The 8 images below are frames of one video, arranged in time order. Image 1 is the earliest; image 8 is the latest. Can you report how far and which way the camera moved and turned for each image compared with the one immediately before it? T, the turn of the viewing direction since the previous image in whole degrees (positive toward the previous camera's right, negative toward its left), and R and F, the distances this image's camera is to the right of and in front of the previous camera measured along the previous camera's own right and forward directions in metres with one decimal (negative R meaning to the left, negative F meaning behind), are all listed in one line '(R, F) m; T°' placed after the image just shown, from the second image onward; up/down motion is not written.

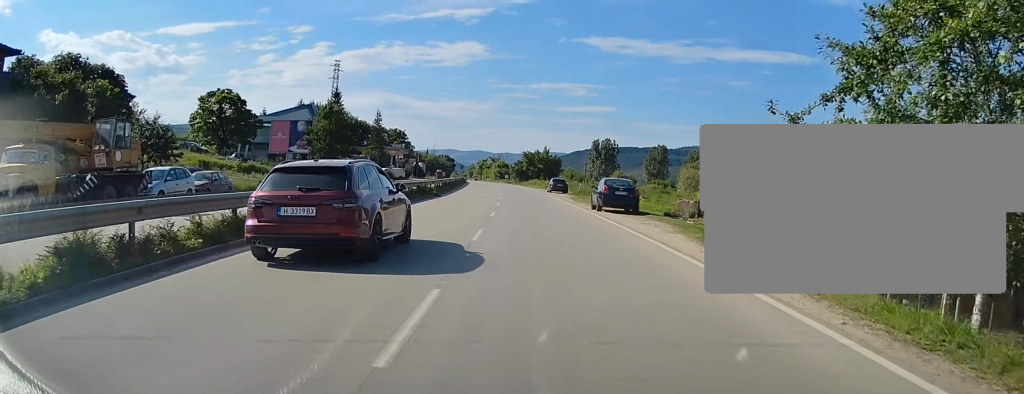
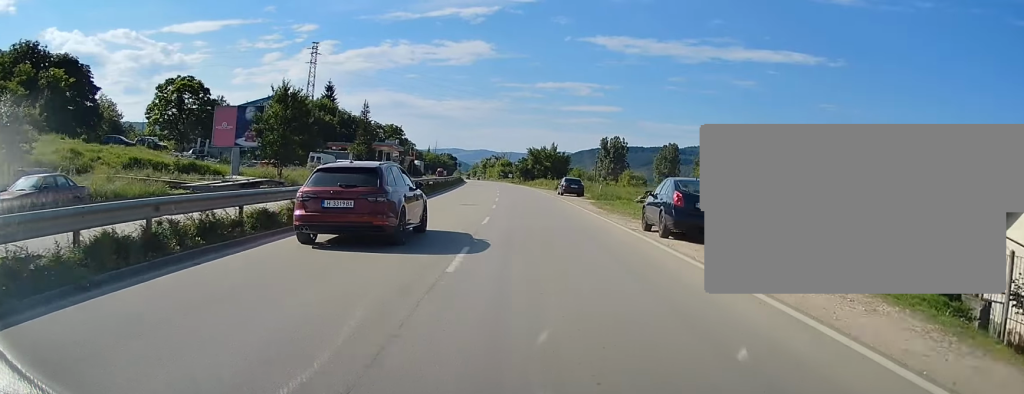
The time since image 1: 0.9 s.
(-0.1, +13.7) m; 0°
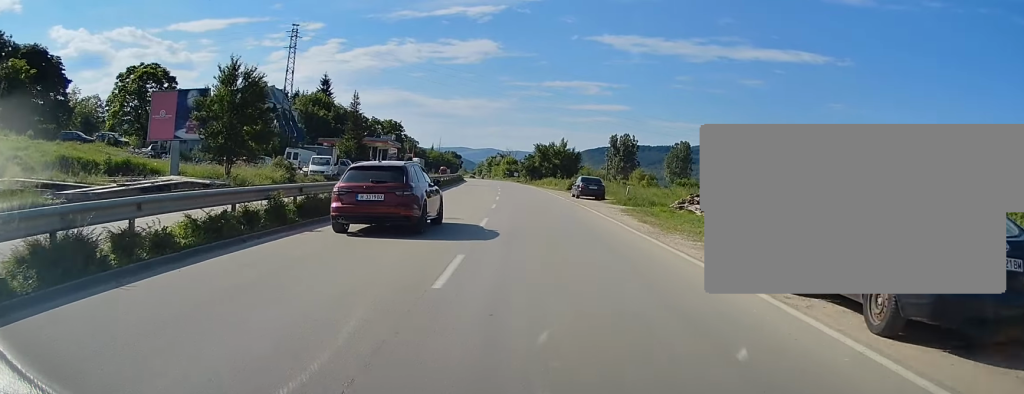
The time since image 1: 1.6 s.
(+0.1, +10.7) m; 0°
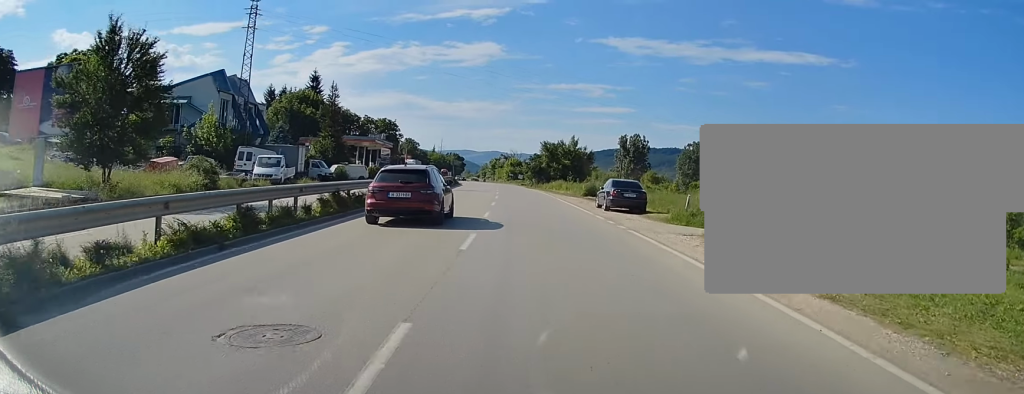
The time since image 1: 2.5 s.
(0.0, +14.2) m; -1°
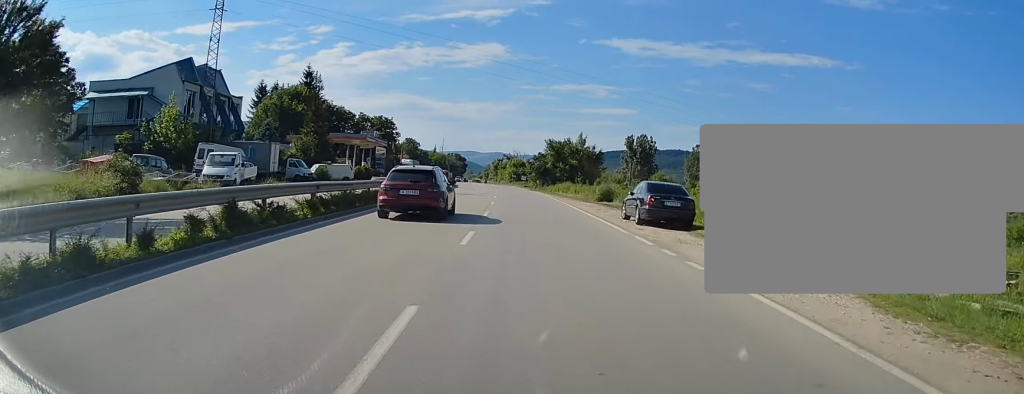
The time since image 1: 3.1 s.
(0.0, +8.6) m; -1°
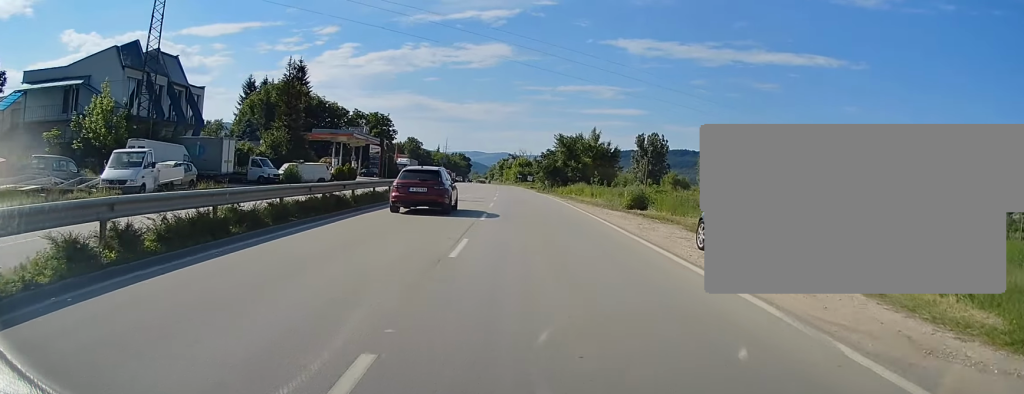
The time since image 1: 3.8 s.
(-0.1, +11.0) m; 0°
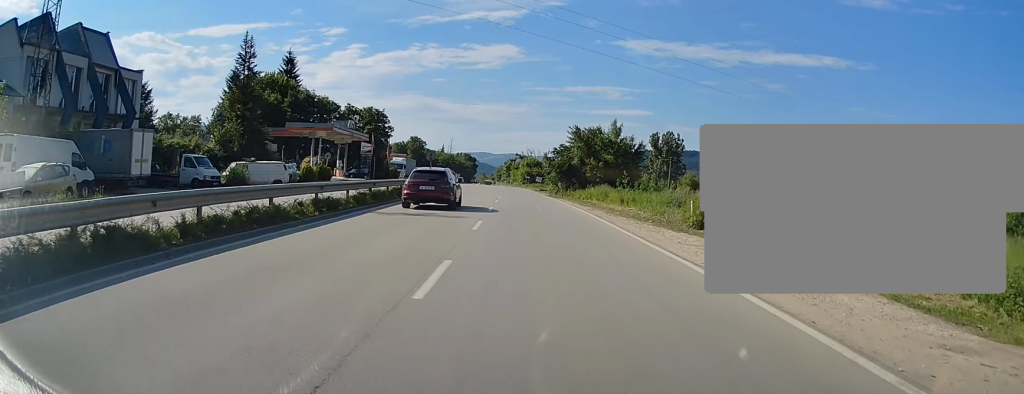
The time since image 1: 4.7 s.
(0.0, +13.0) m; -1°
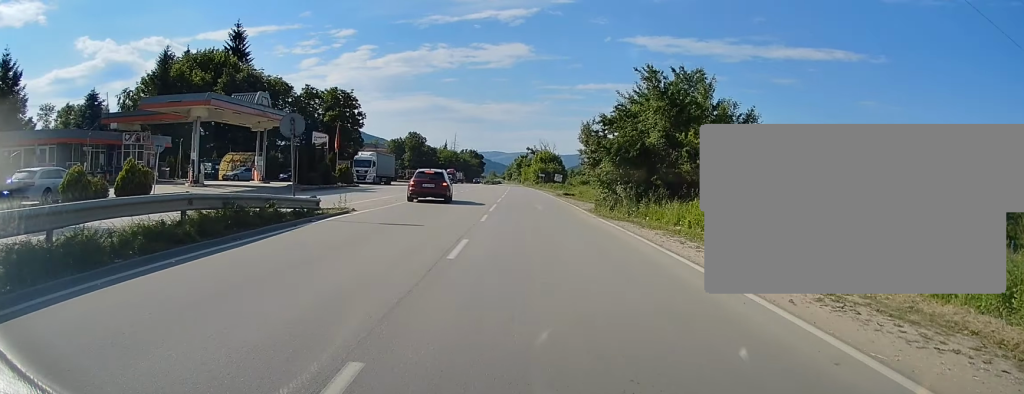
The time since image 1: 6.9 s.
(-0.6, +32.8) m; -2°
